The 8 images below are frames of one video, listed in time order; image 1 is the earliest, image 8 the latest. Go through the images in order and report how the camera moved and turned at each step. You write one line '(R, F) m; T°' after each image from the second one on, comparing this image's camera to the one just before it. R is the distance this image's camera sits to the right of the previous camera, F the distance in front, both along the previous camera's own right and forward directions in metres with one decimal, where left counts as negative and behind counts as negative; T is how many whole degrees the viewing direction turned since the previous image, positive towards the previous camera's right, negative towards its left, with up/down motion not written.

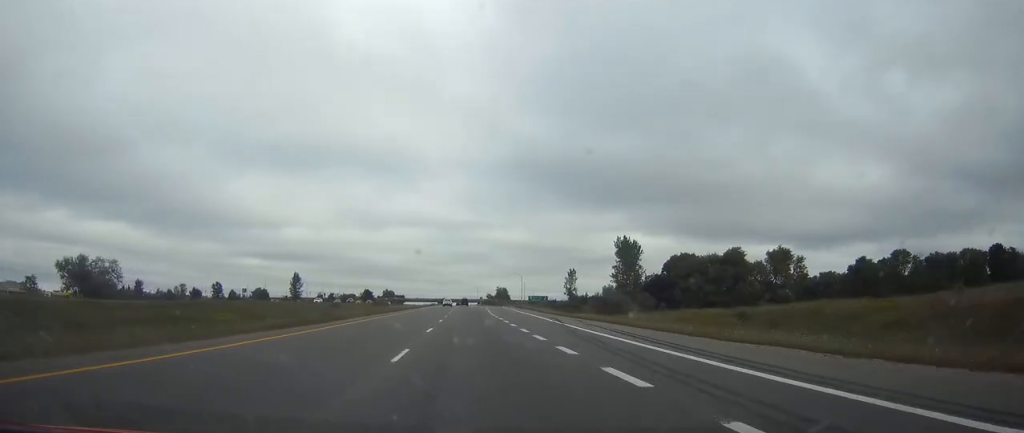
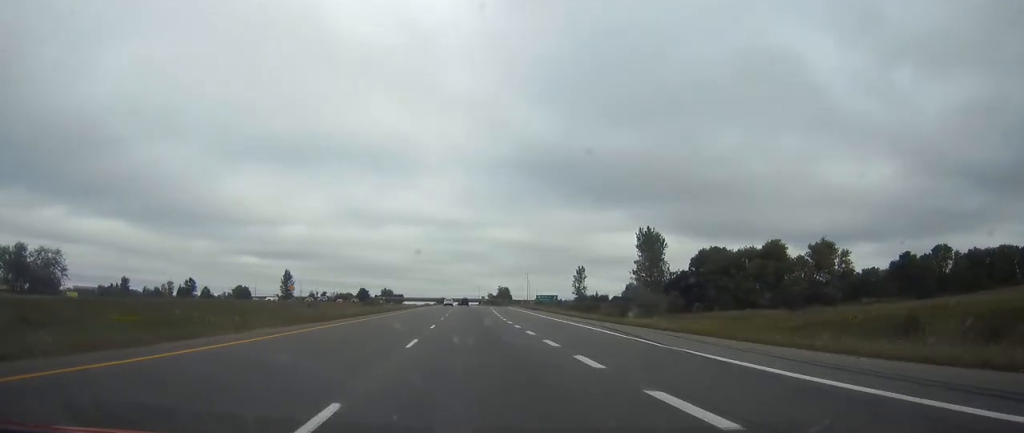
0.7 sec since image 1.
(0.0, +20.6) m; 0°
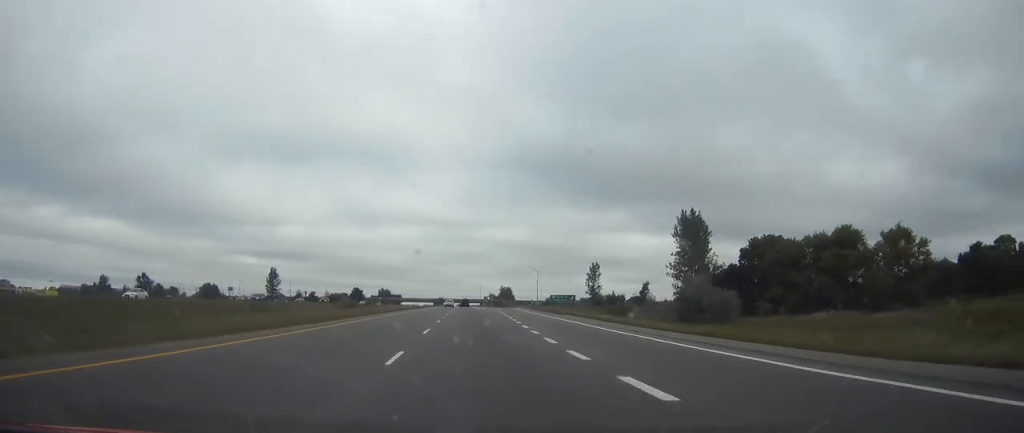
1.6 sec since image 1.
(0.0, +27.9) m; 0°
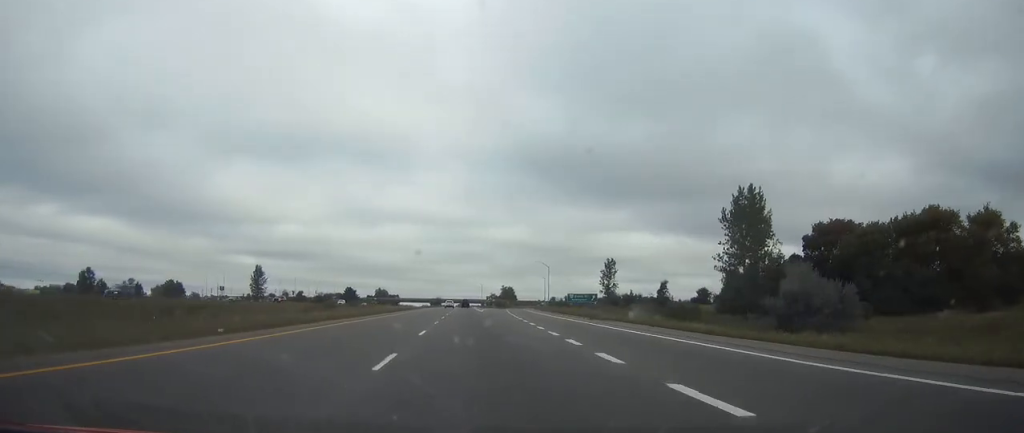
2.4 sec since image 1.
(0.0, +24.9) m; 0°
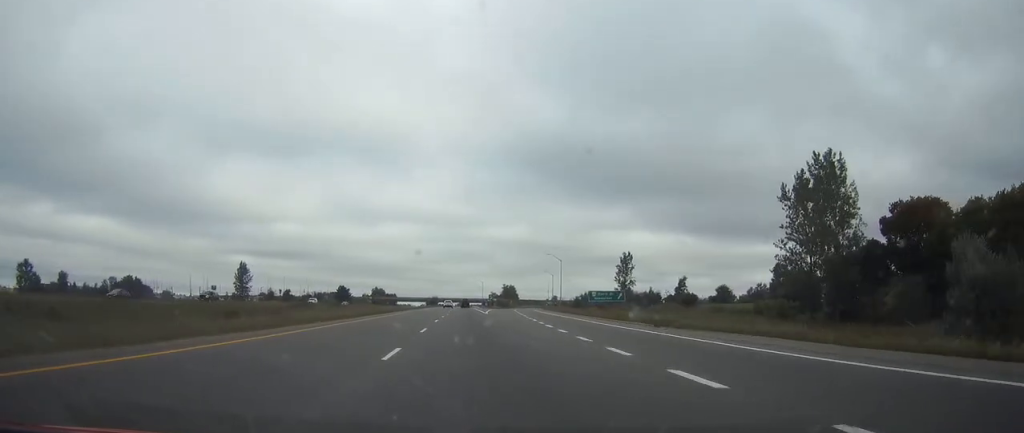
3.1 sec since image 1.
(-0.1, +21.9) m; 0°
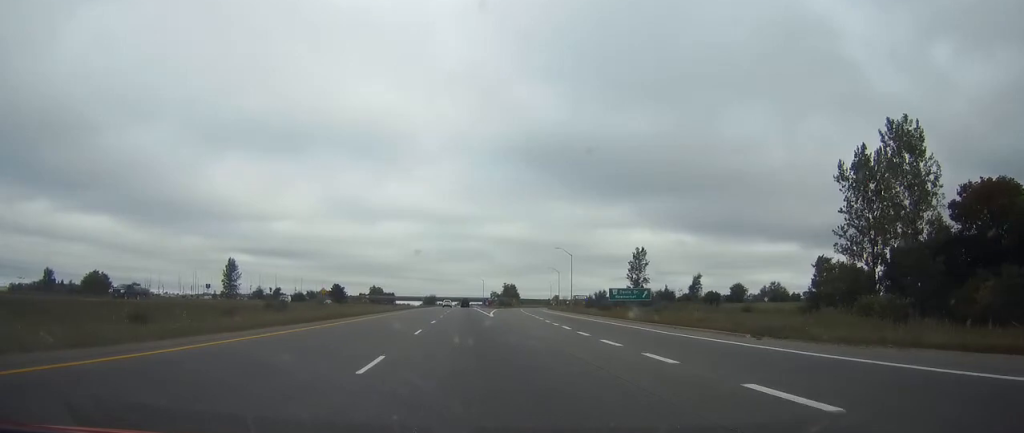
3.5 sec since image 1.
(0.0, +14.6) m; 0°
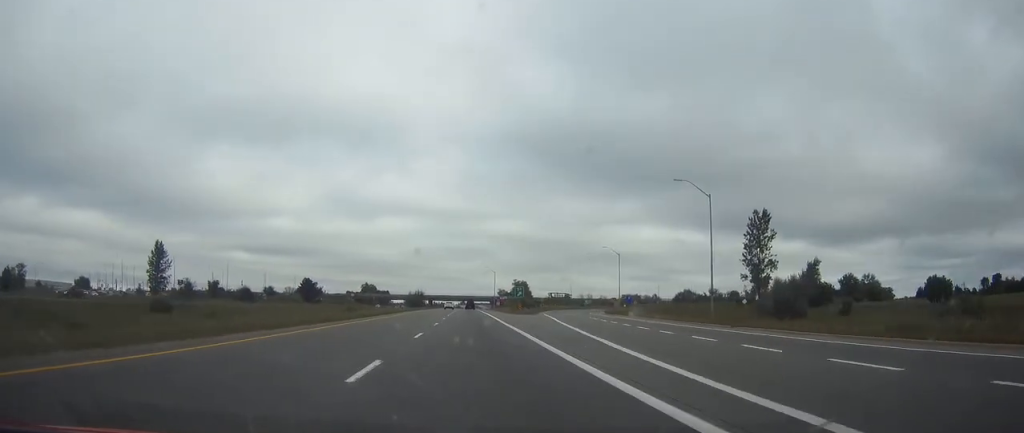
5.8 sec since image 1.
(-0.1, +72.6) m; 0°
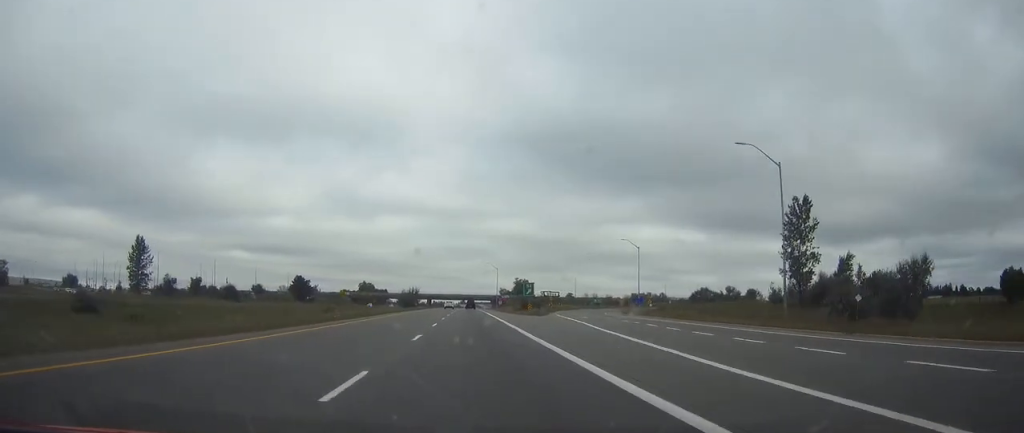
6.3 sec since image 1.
(0.0, +13.8) m; 0°
